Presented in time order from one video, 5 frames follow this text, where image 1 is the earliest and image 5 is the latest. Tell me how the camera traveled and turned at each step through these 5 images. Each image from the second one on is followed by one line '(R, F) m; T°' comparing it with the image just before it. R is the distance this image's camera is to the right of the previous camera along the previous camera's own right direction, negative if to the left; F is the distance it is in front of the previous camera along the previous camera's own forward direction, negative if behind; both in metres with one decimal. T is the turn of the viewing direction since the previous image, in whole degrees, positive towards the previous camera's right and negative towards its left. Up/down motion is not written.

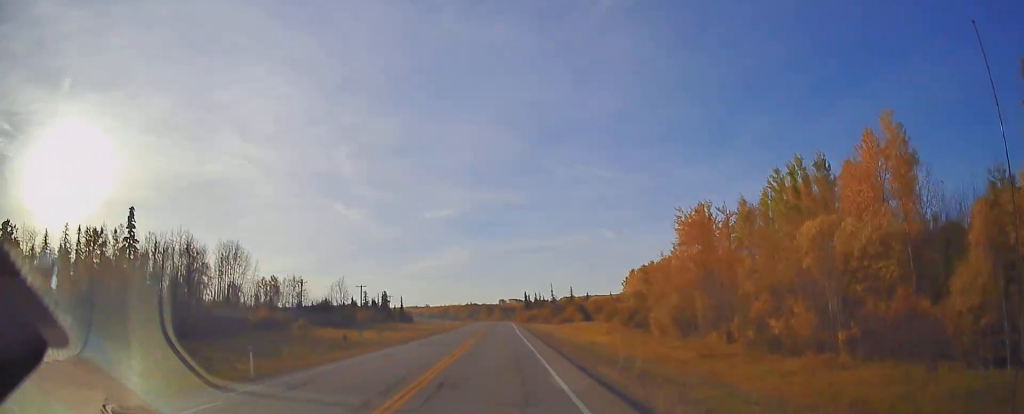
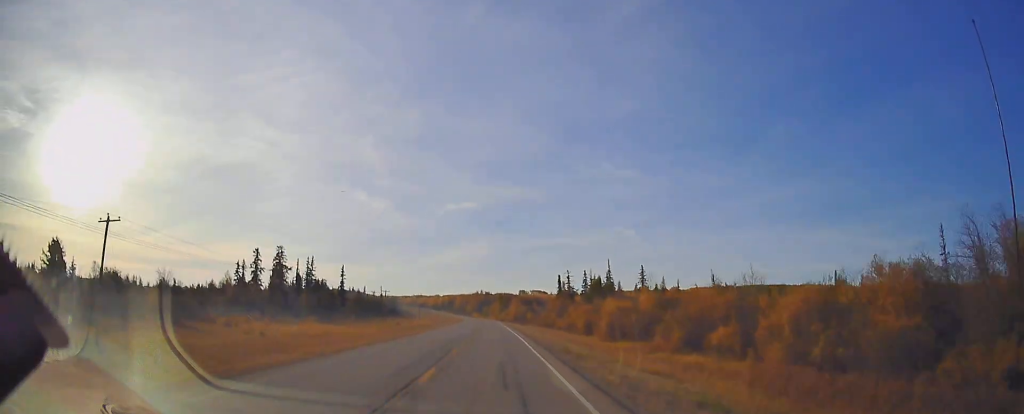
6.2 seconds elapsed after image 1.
(-3.0, +170.1) m; -2°
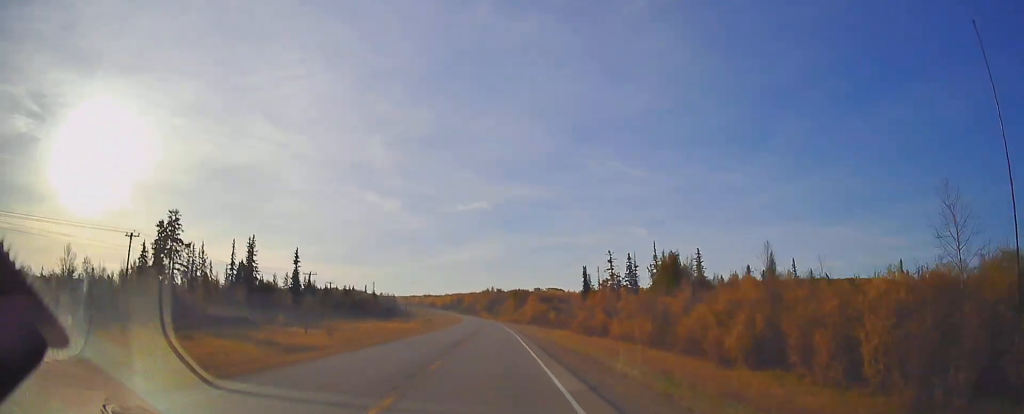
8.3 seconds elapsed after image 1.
(-0.6, +58.7) m; -1°
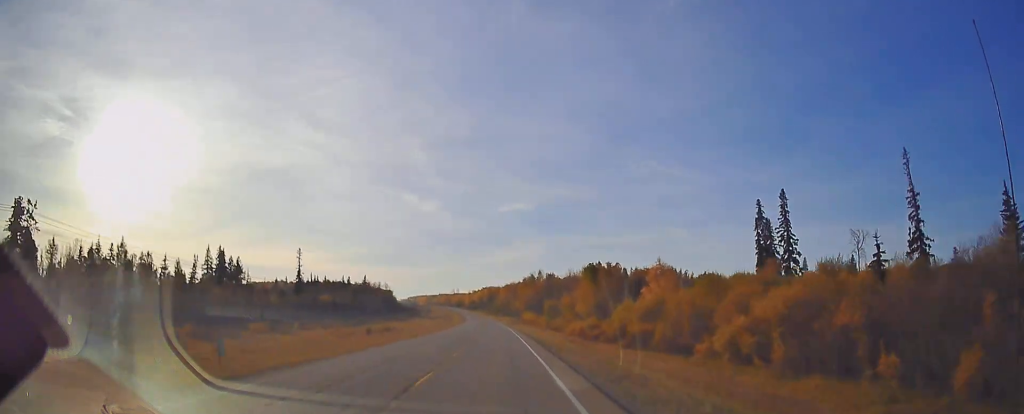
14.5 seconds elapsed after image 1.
(-6.9, +175.7) m; -4°
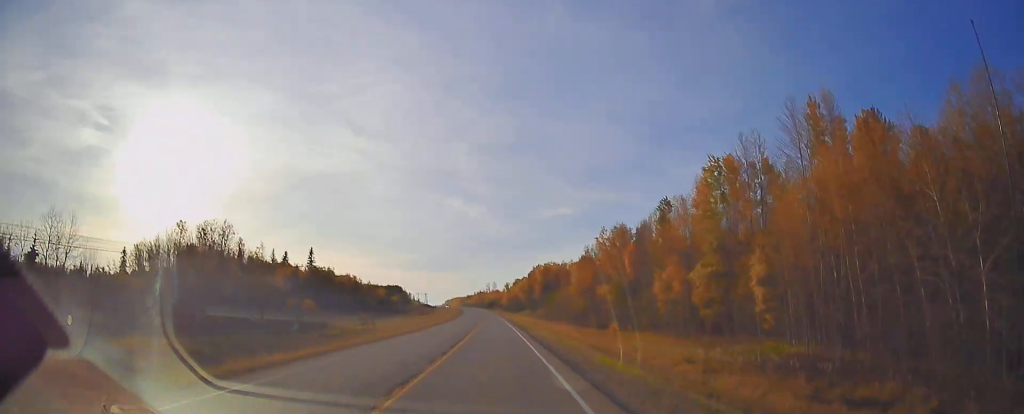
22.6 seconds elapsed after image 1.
(-11.0, +226.9) m; -5°
